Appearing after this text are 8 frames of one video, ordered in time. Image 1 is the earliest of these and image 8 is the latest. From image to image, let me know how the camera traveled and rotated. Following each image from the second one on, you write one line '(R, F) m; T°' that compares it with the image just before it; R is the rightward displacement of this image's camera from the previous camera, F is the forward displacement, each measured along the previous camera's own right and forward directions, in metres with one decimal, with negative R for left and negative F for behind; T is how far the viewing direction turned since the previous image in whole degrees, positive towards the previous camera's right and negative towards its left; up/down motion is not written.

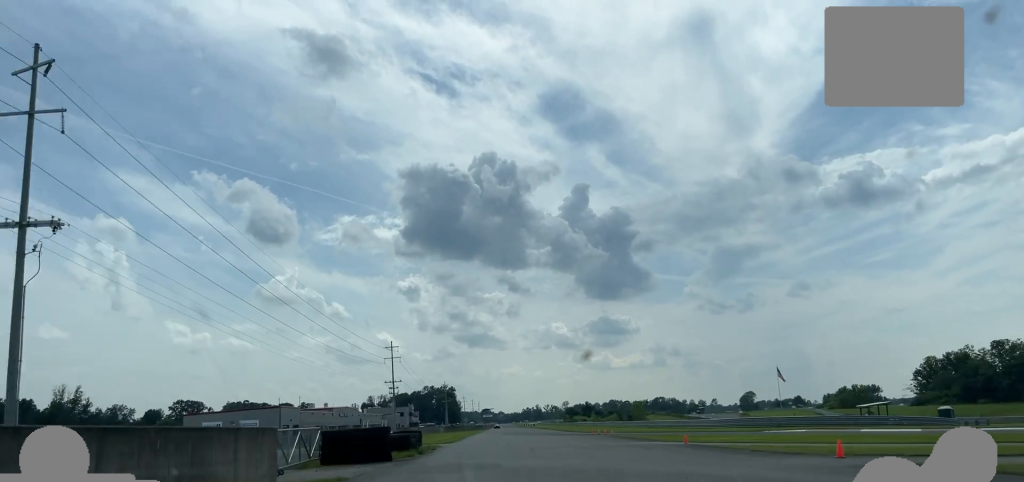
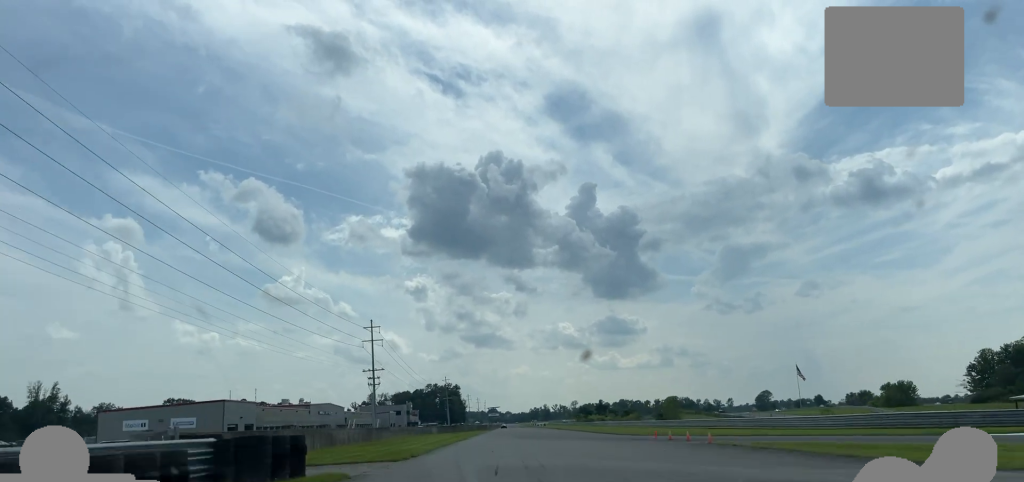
(-0.2, +27.9) m; 0°
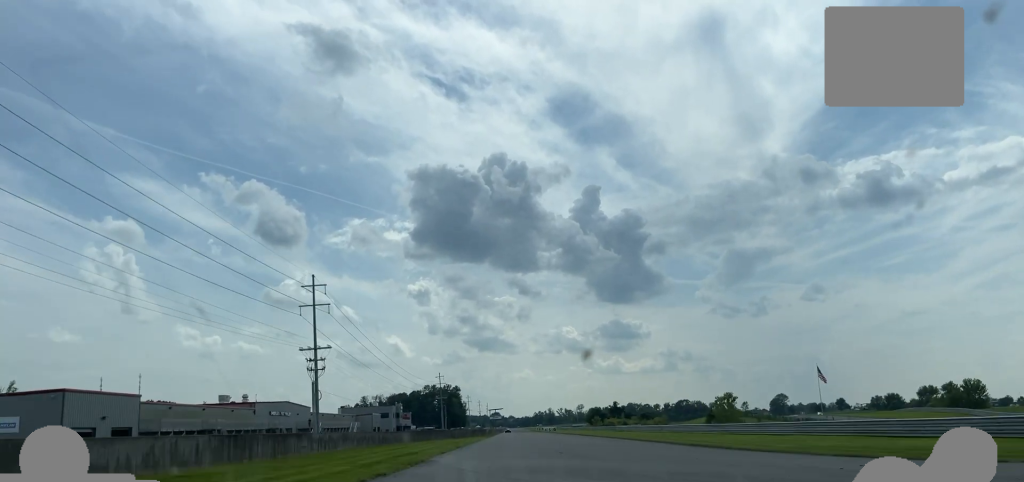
(-0.2, +35.5) m; 0°
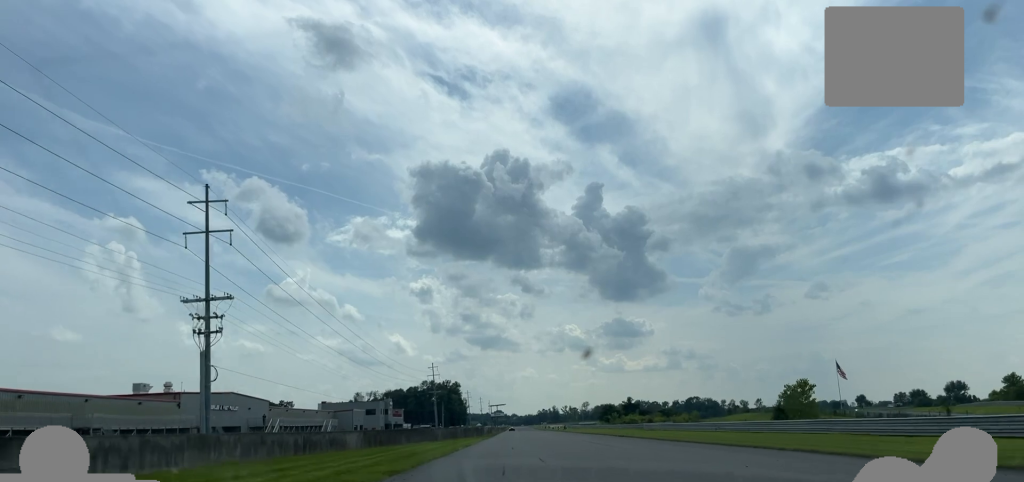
(-0.2, +27.6) m; 0°
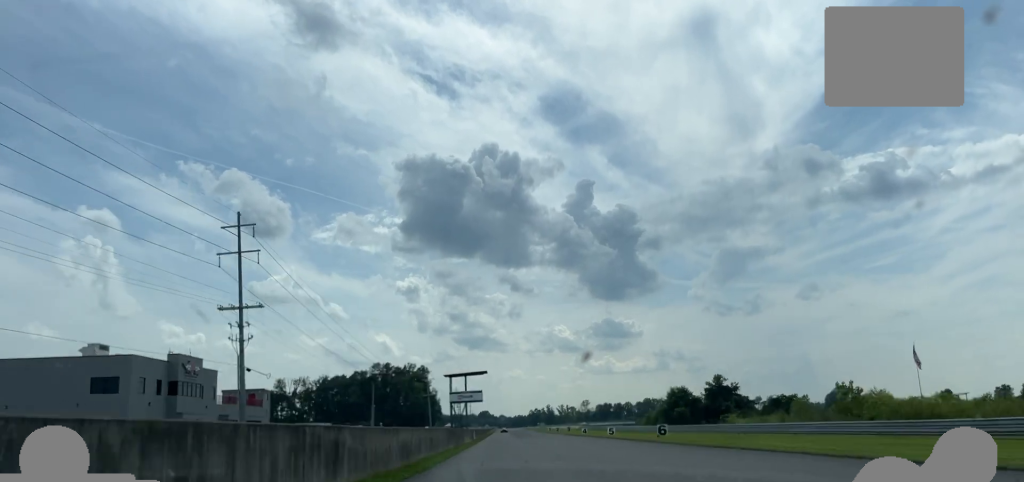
(+0.7, +131.0) m; 0°
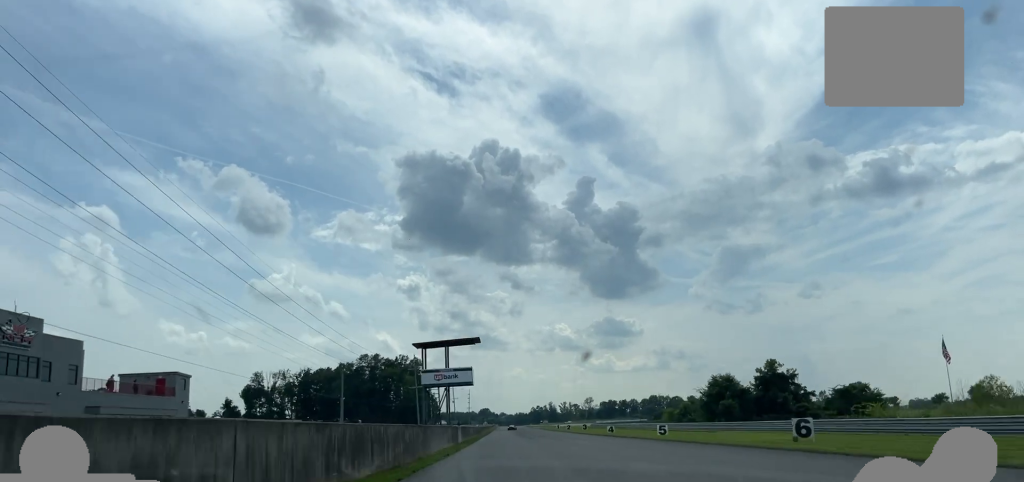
(+0.1, +30.3) m; 0°
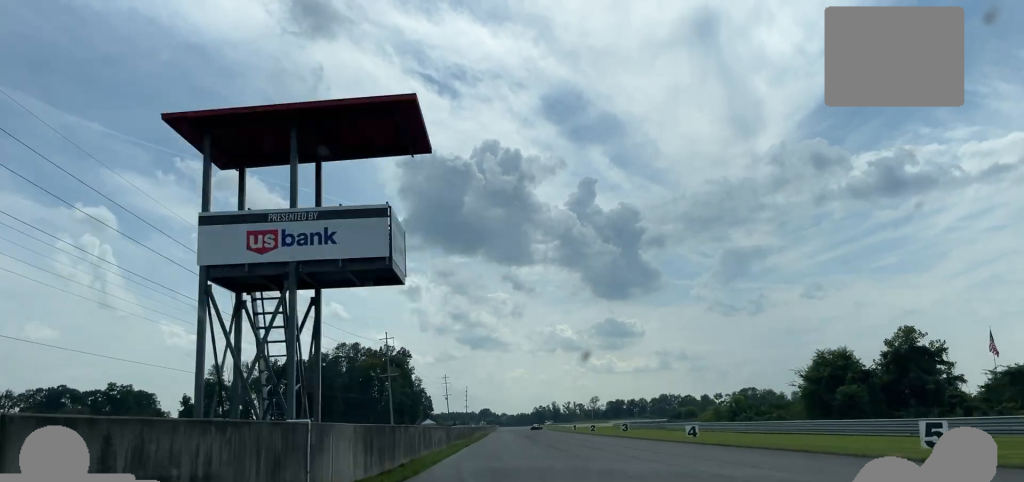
(+0.2, +38.8) m; 0°
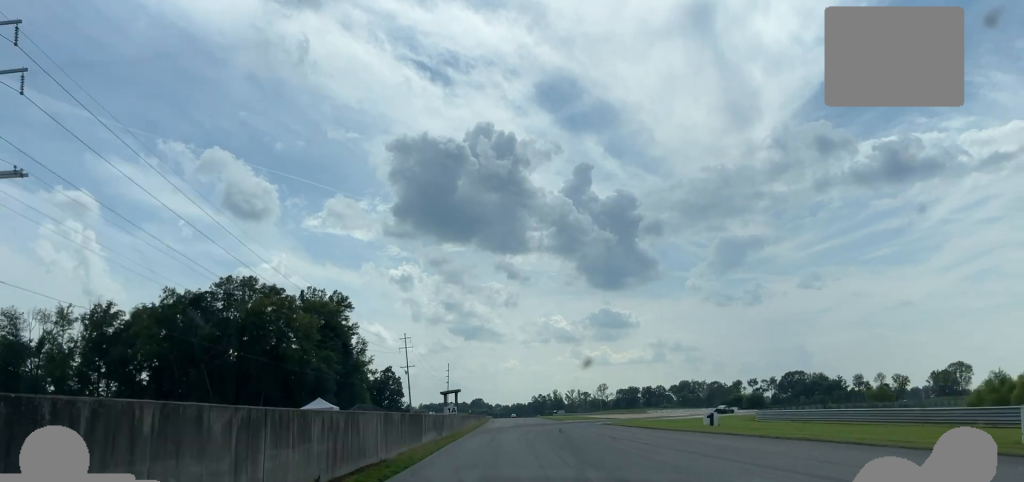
(-0.2, +89.1) m; +1°
